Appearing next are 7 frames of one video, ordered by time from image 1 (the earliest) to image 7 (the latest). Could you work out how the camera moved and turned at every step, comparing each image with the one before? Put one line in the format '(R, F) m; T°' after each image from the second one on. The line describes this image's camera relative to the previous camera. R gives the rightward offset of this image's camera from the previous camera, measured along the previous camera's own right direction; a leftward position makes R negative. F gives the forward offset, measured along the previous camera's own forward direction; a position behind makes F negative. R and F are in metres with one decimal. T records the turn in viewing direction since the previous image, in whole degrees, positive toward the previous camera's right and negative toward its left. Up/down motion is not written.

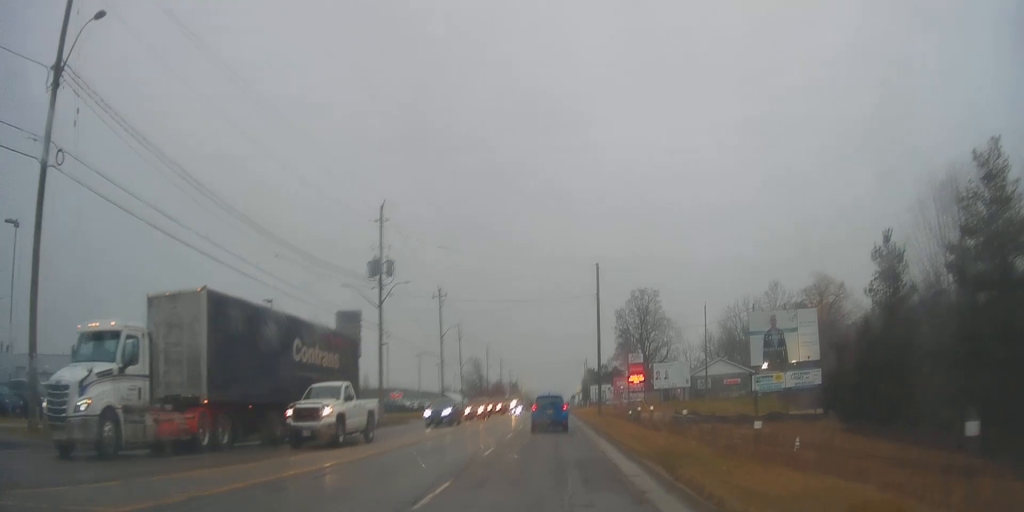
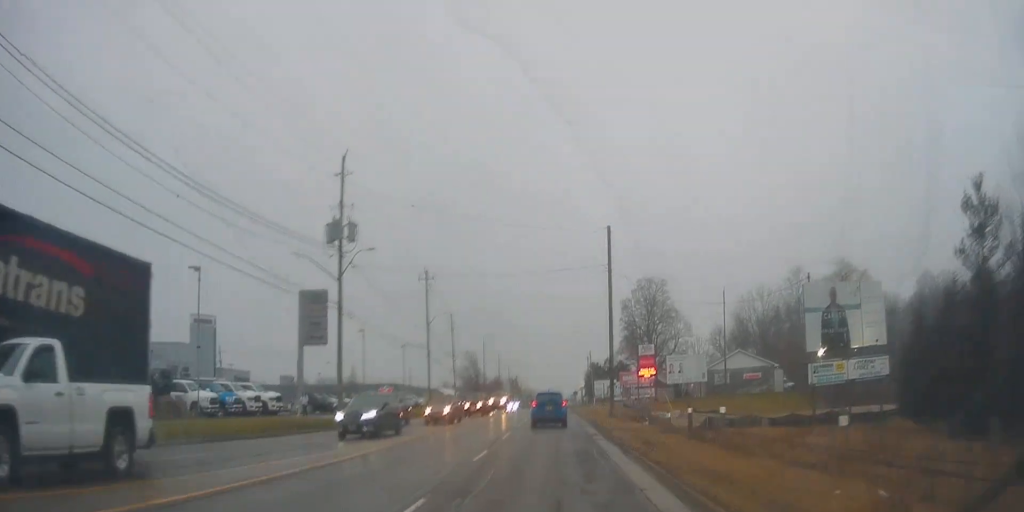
(+0.1, +11.2) m; +1°
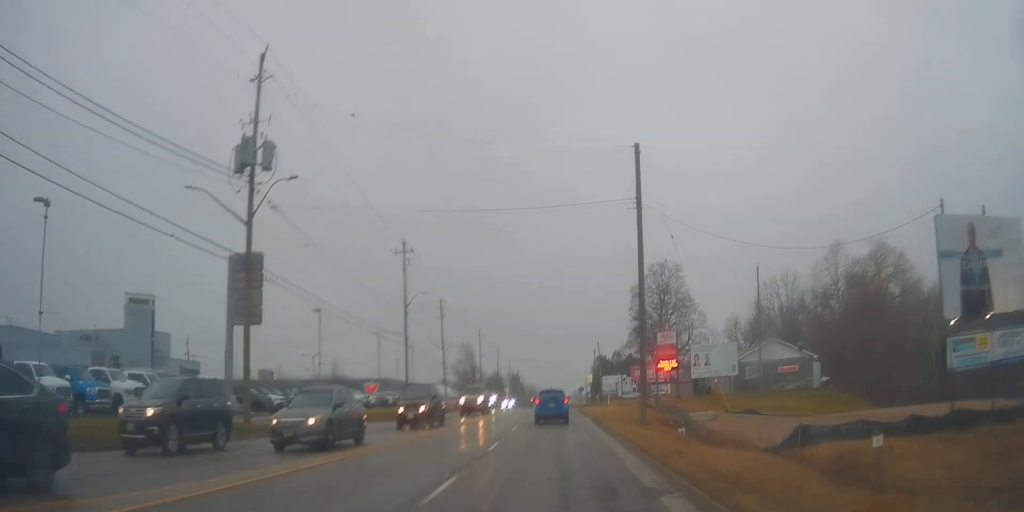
(0.0, +15.0) m; +2°
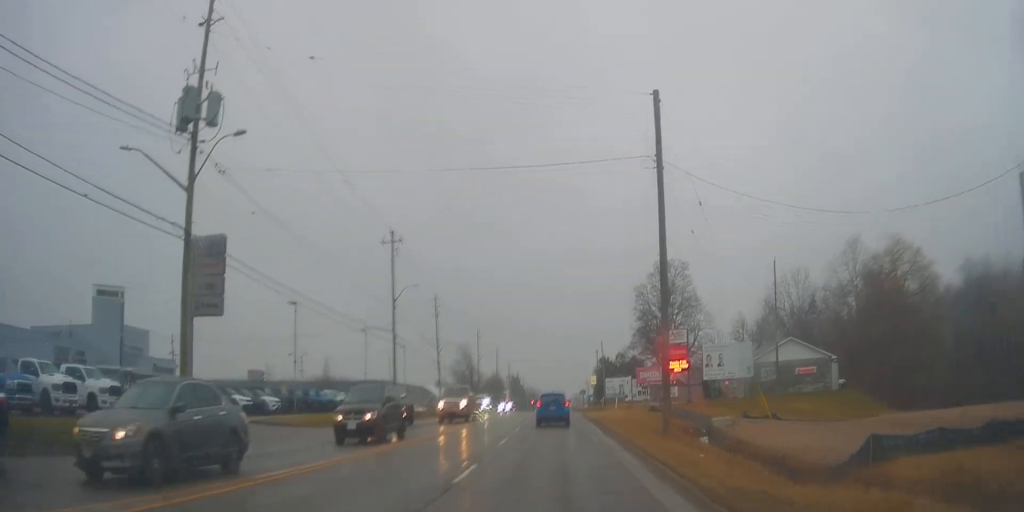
(+0.2, +6.1) m; 0°
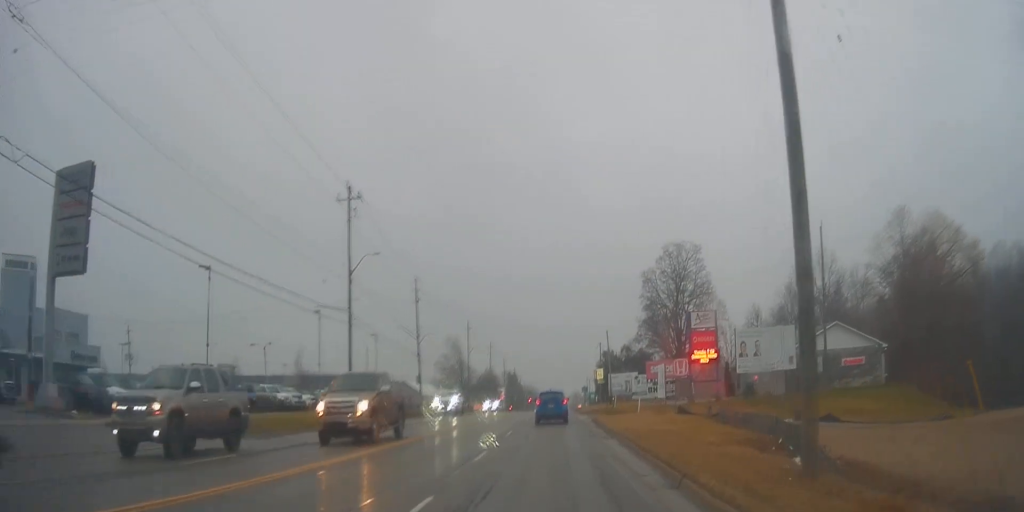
(+0.3, +14.4) m; 0°
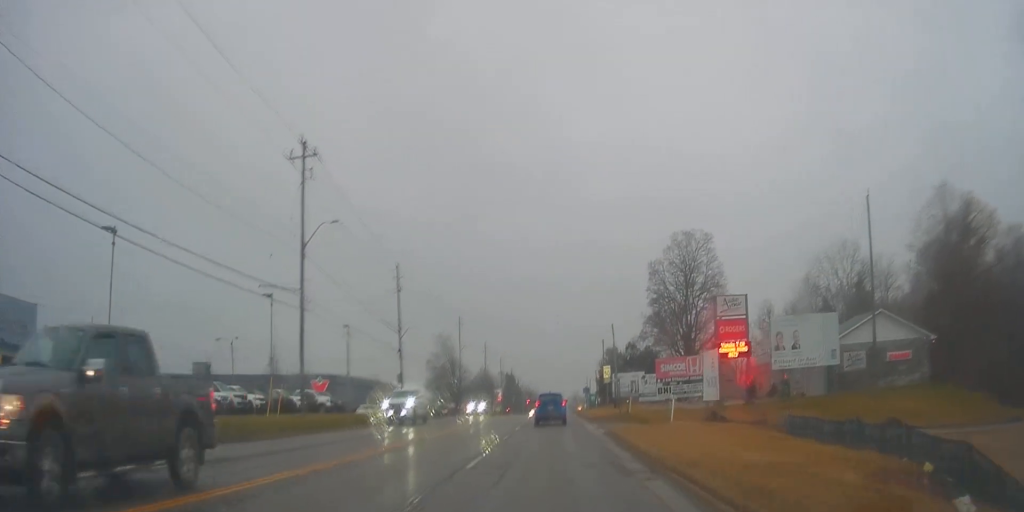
(-0.3, +10.3) m; -1°
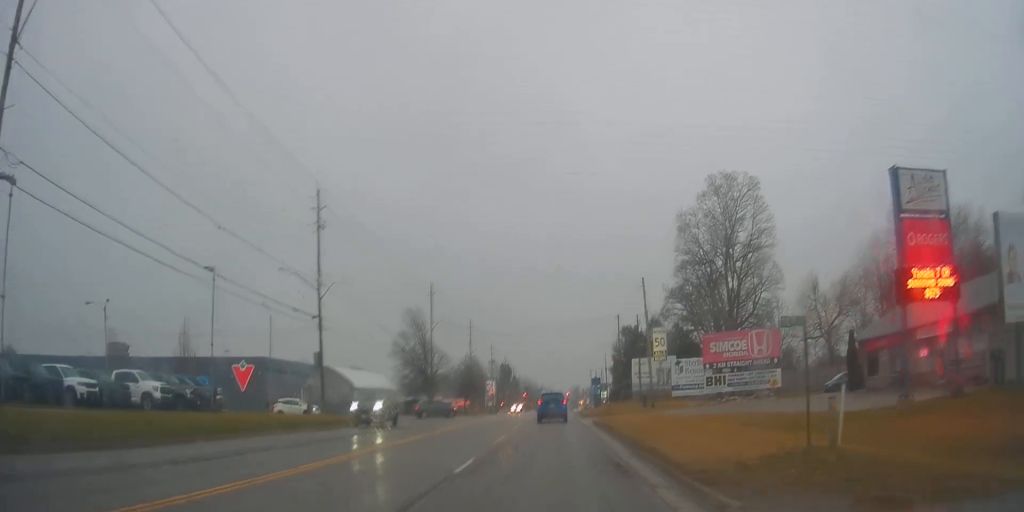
(+0.1, +28.6) m; 0°
